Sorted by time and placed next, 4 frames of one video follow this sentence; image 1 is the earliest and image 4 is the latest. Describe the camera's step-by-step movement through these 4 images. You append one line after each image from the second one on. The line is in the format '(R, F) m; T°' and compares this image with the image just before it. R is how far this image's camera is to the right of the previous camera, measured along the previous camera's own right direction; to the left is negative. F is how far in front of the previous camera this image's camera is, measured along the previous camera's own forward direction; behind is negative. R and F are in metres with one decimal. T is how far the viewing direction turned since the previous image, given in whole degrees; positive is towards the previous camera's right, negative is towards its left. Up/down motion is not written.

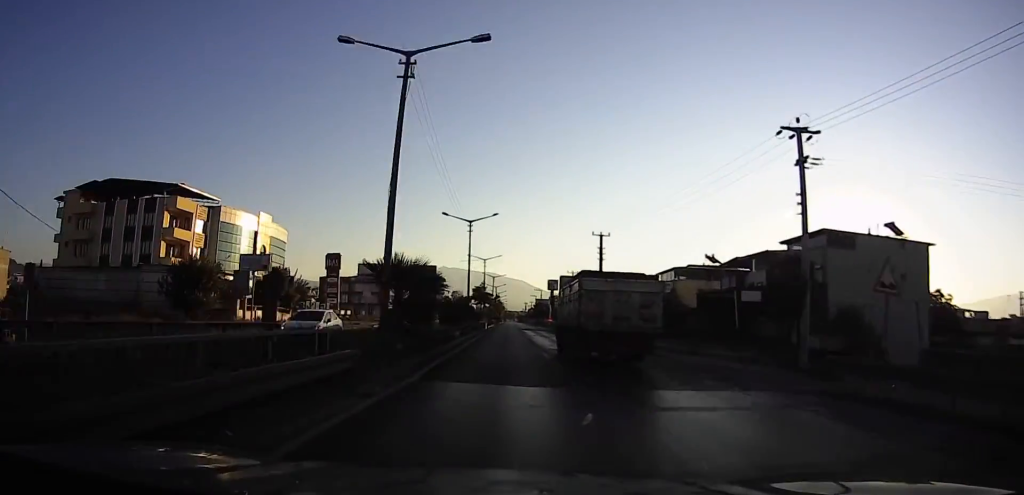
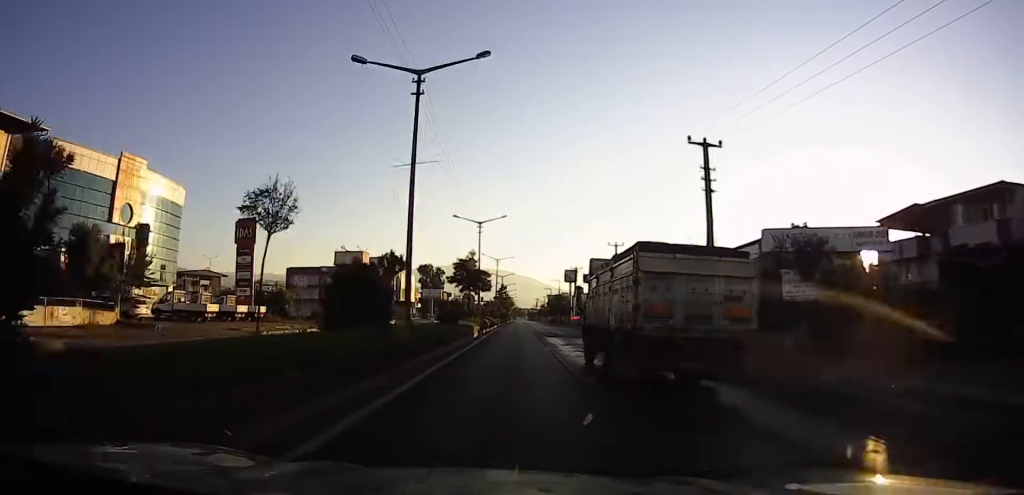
(0.0, +30.9) m; 0°
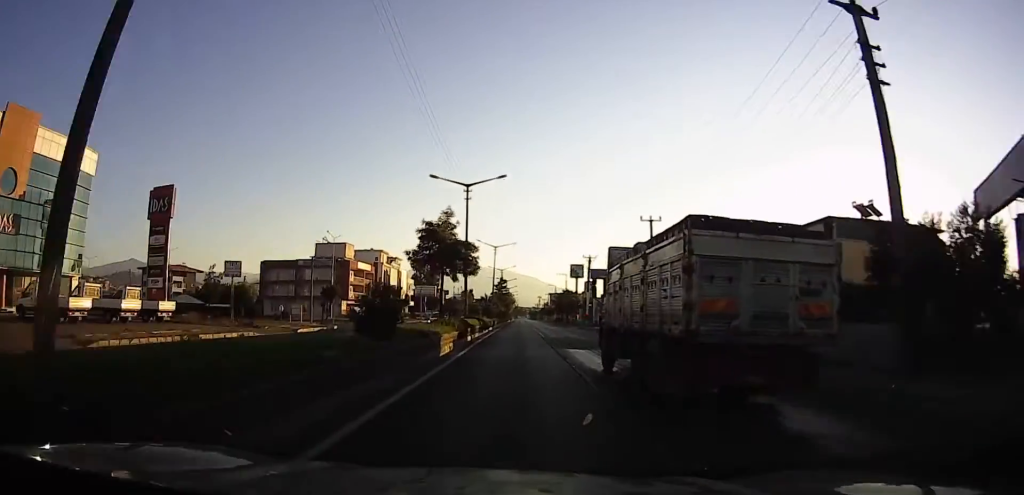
(0.0, +15.1) m; 0°
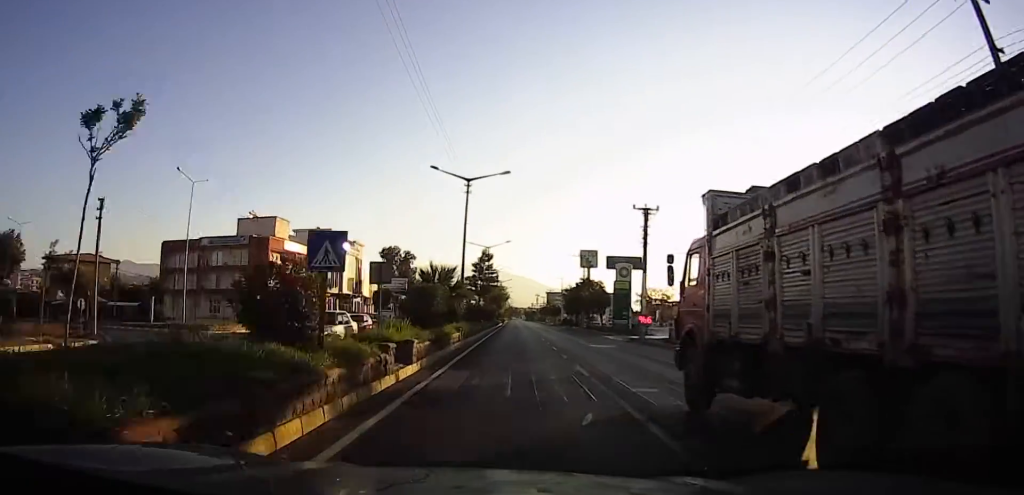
(0.0, +36.4) m; 0°
